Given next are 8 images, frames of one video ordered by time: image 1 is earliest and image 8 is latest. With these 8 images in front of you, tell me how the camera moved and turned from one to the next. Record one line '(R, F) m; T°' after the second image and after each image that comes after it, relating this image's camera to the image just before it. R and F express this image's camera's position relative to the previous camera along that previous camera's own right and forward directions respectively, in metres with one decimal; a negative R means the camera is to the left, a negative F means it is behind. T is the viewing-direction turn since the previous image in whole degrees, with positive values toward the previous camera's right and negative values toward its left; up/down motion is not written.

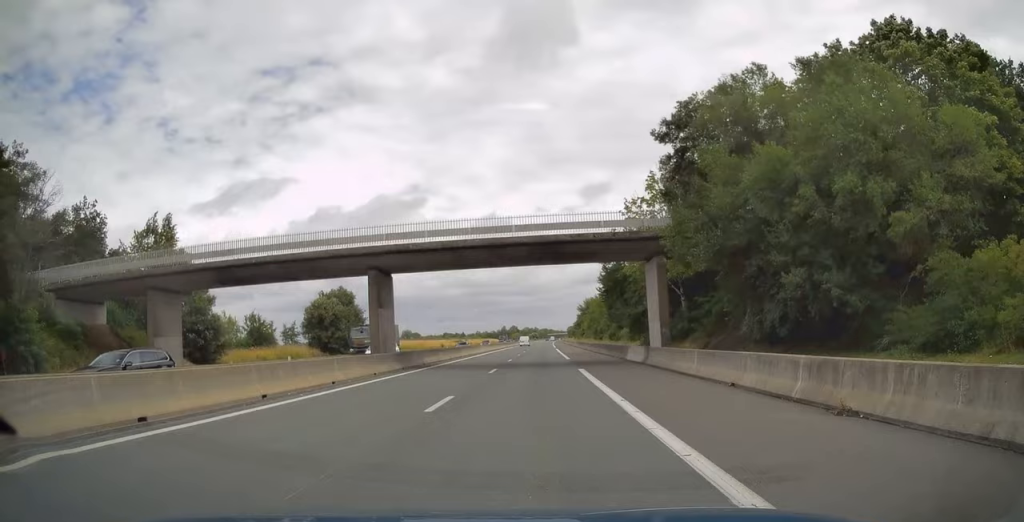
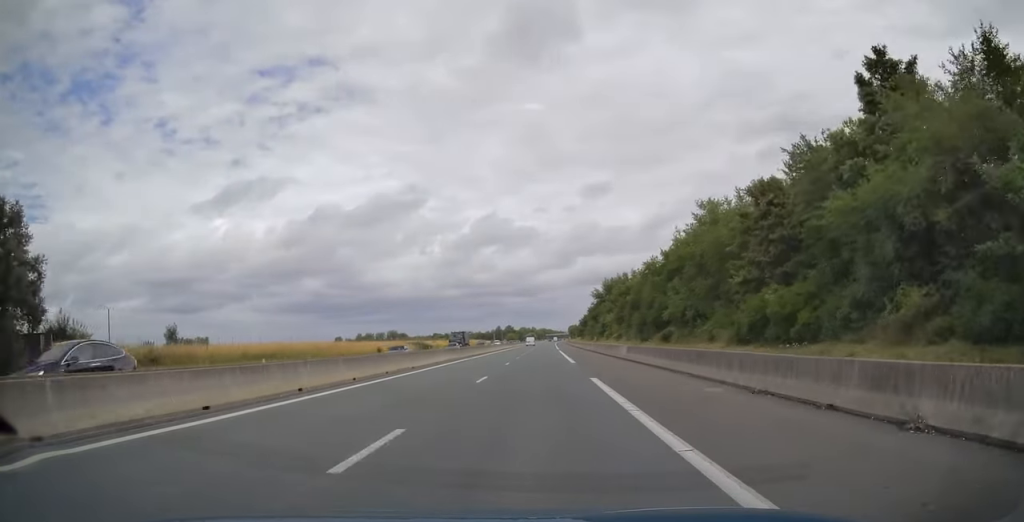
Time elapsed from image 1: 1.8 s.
(+0.2, +57.8) m; +1°
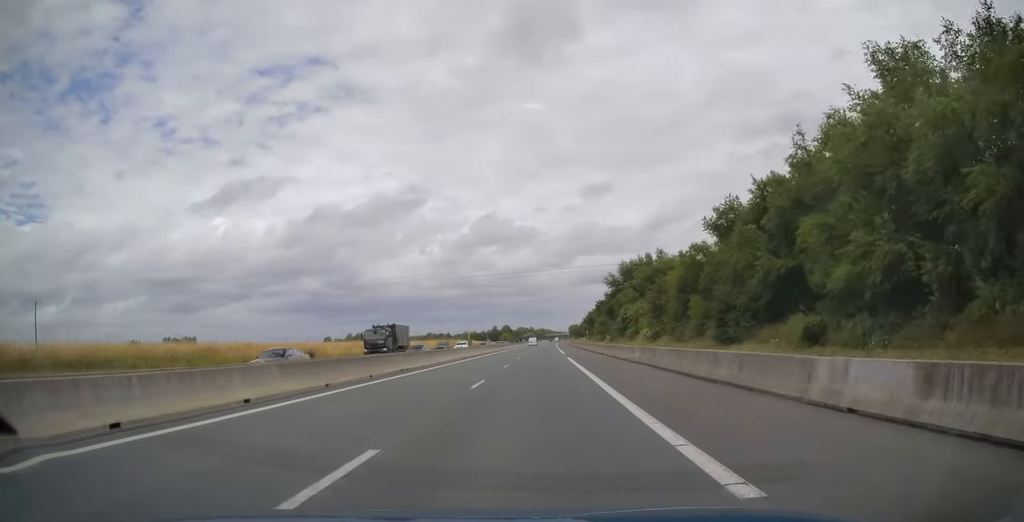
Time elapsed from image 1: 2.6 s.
(0.0, +28.1) m; 0°
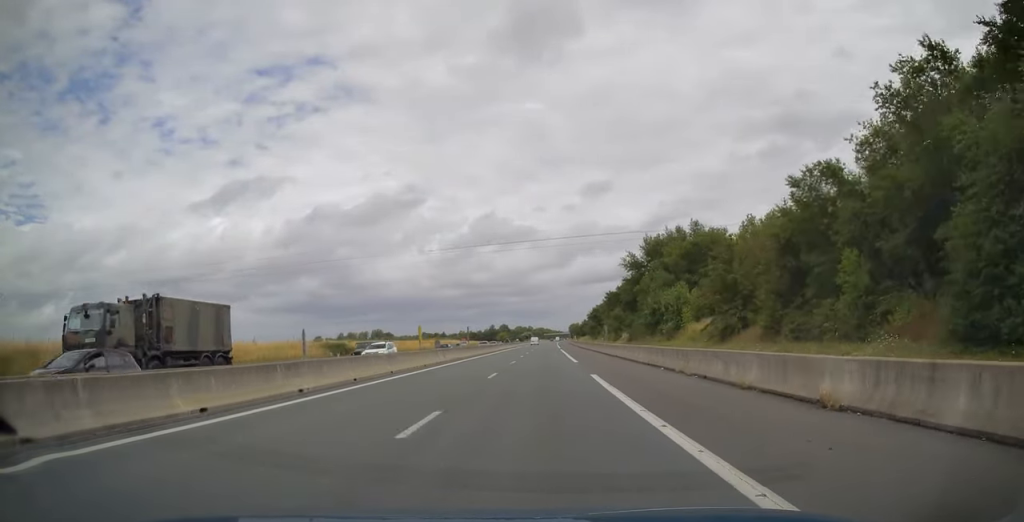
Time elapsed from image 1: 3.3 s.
(0.0, +22.1) m; 0°
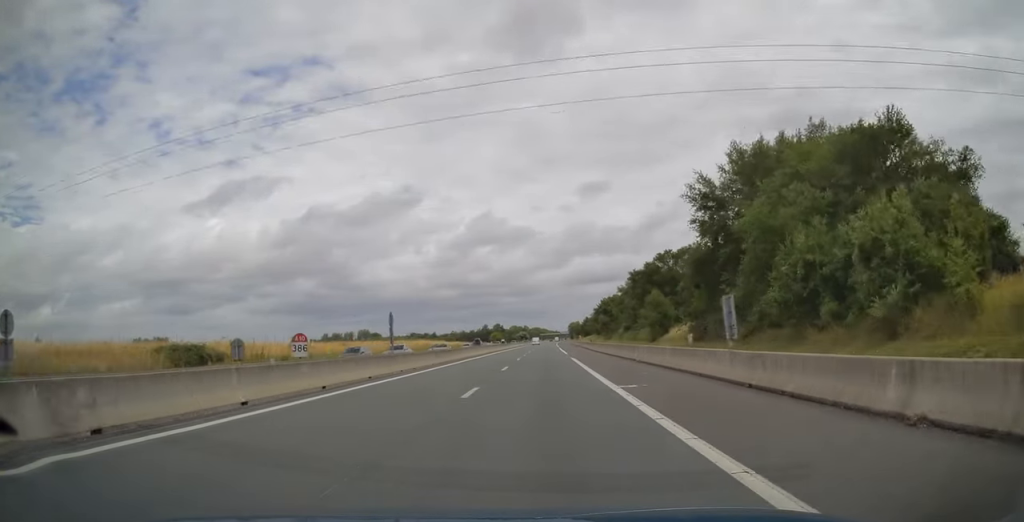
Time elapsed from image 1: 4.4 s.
(0.0, +33.5) m; +1°
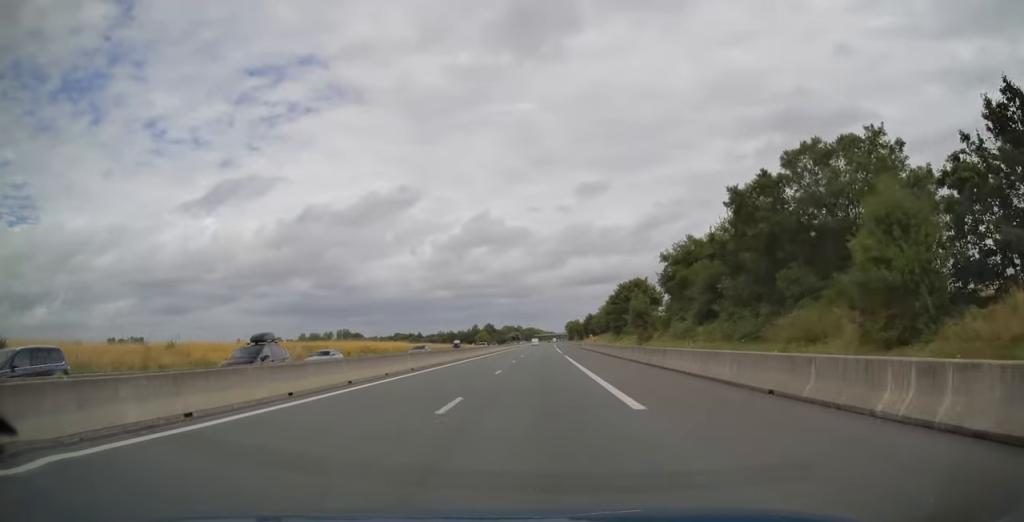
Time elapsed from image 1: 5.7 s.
(+0.3, +42.0) m; 0°
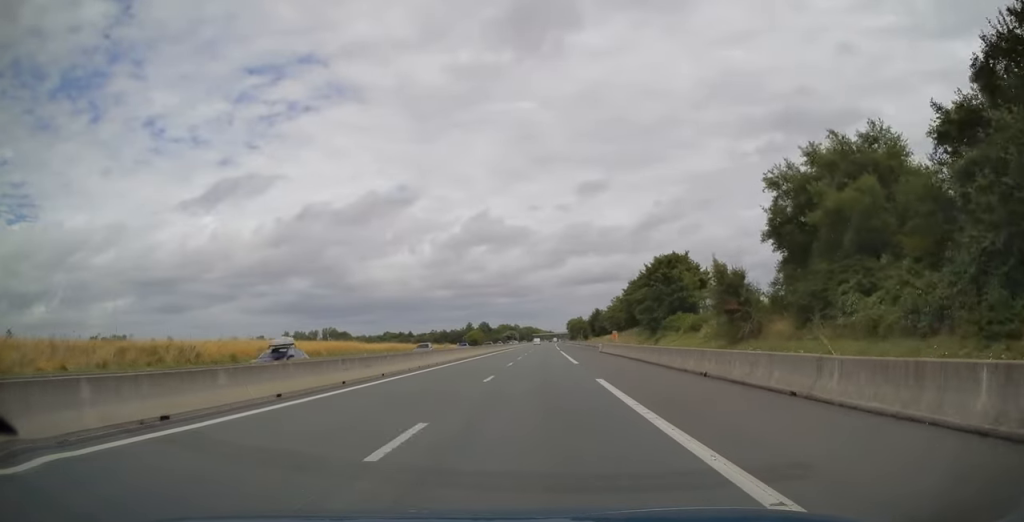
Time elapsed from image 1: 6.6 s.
(-0.2, +30.7) m; 0°
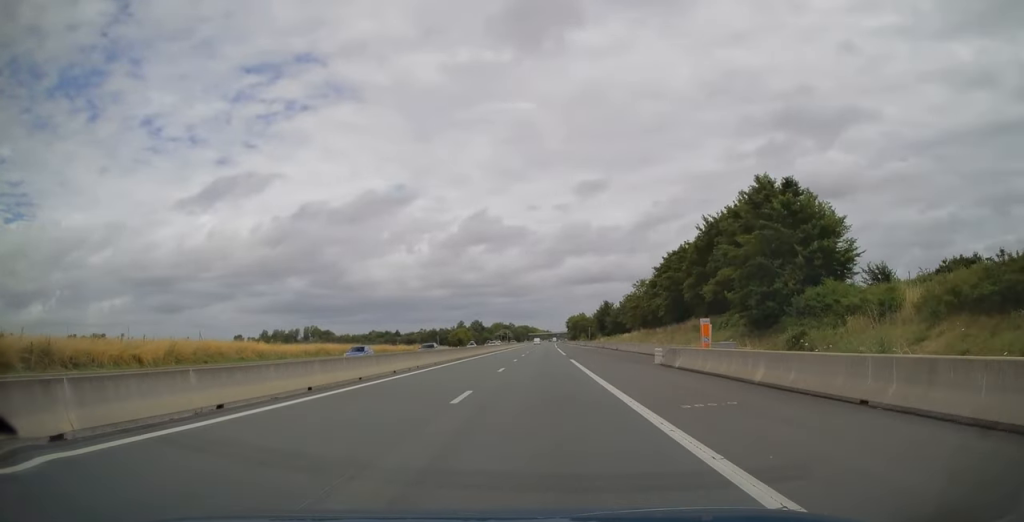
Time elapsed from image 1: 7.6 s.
(+0.1, +32.8) m; +1°
